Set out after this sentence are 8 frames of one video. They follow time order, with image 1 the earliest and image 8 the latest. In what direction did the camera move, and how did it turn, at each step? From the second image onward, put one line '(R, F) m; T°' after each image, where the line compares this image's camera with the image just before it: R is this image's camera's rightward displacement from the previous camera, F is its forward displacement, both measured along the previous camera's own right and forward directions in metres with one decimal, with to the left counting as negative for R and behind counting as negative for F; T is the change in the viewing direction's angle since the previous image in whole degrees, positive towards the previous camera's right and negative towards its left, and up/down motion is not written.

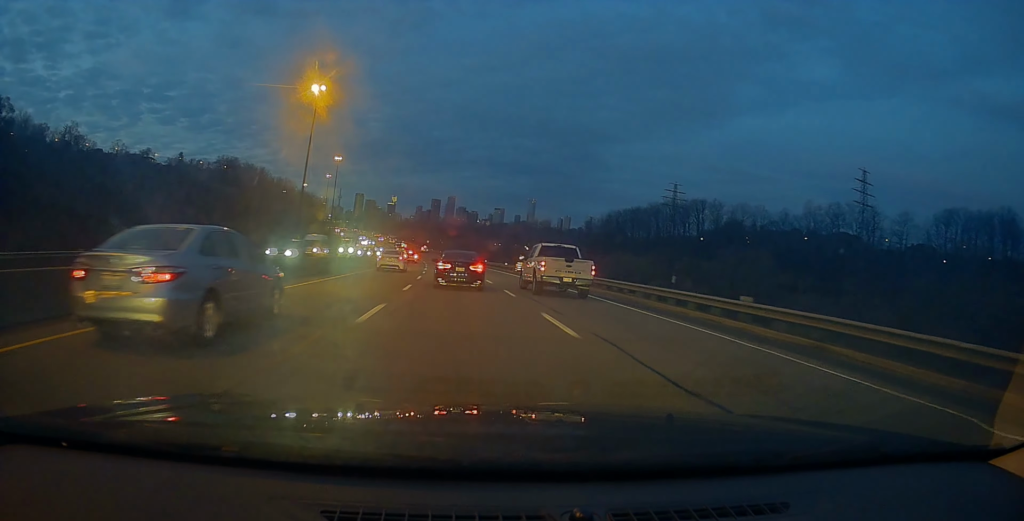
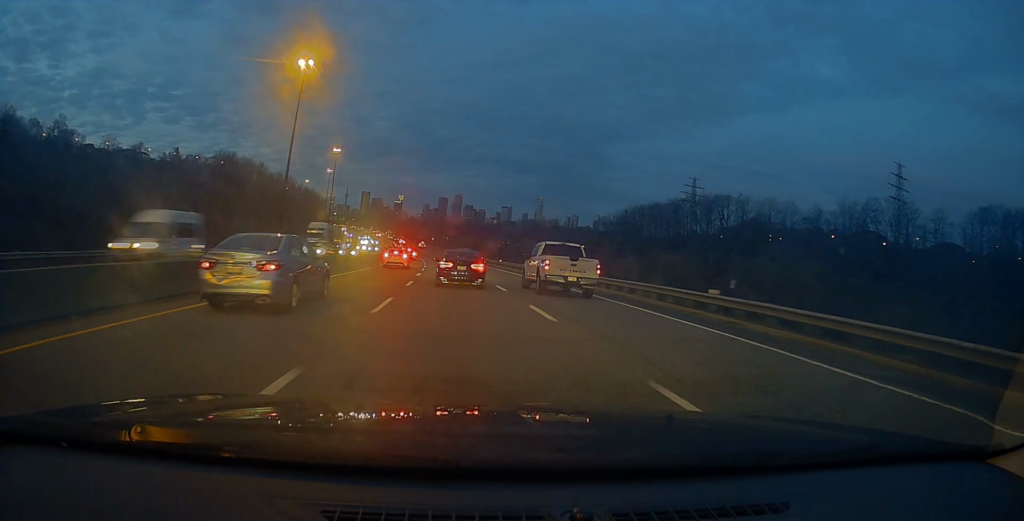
(0.0, +16.3) m; -1°
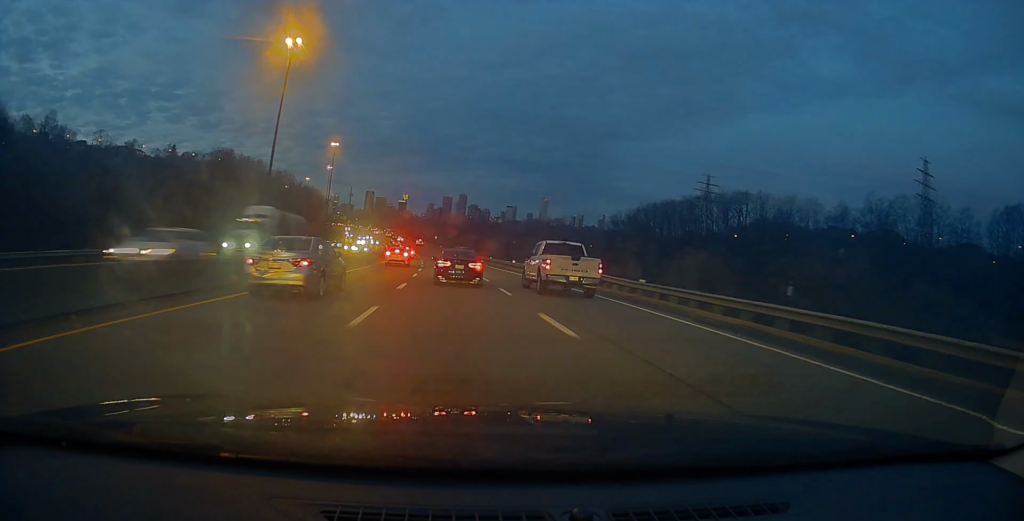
(-0.1, +11.7) m; -1°
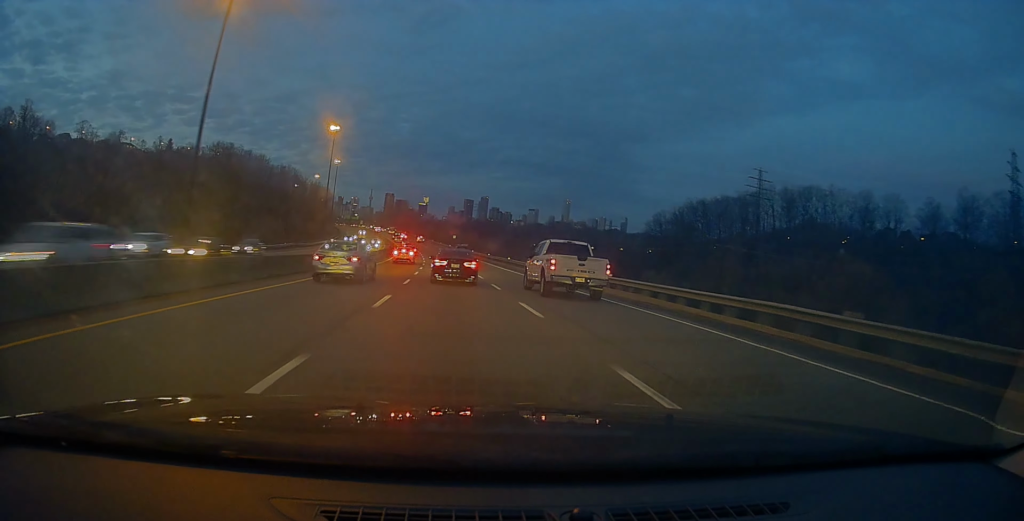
(-0.5, +32.8) m; 0°
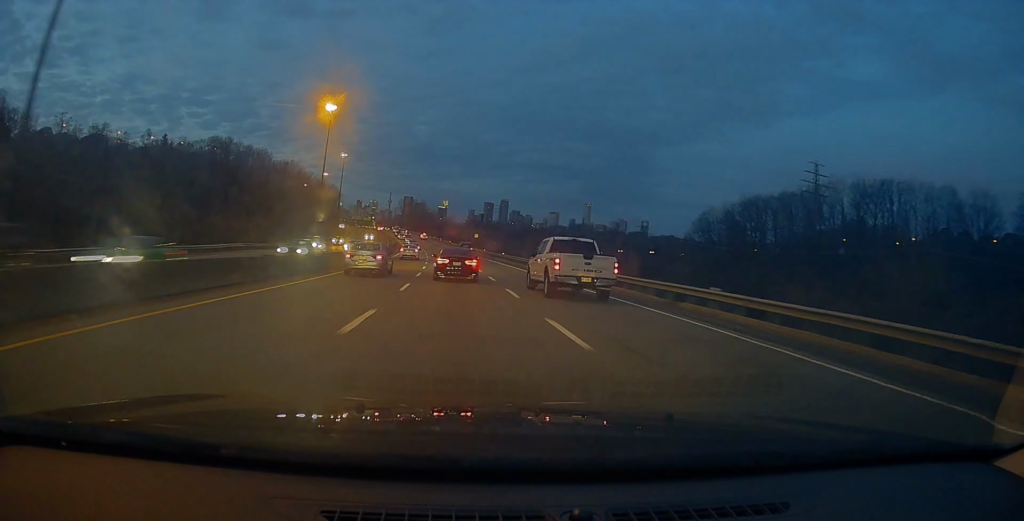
(+0.1, +30.3) m; -2°
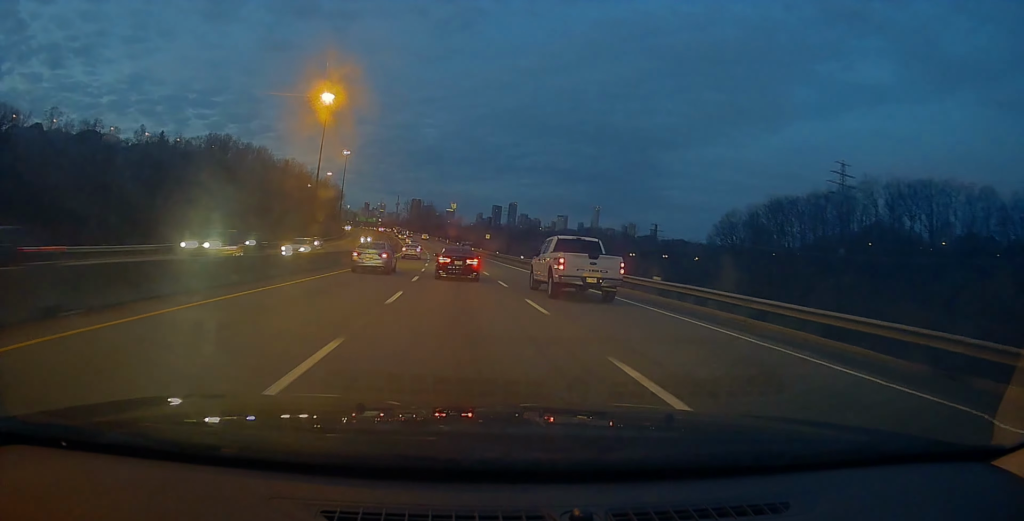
(-0.4, +13.3) m; -1°
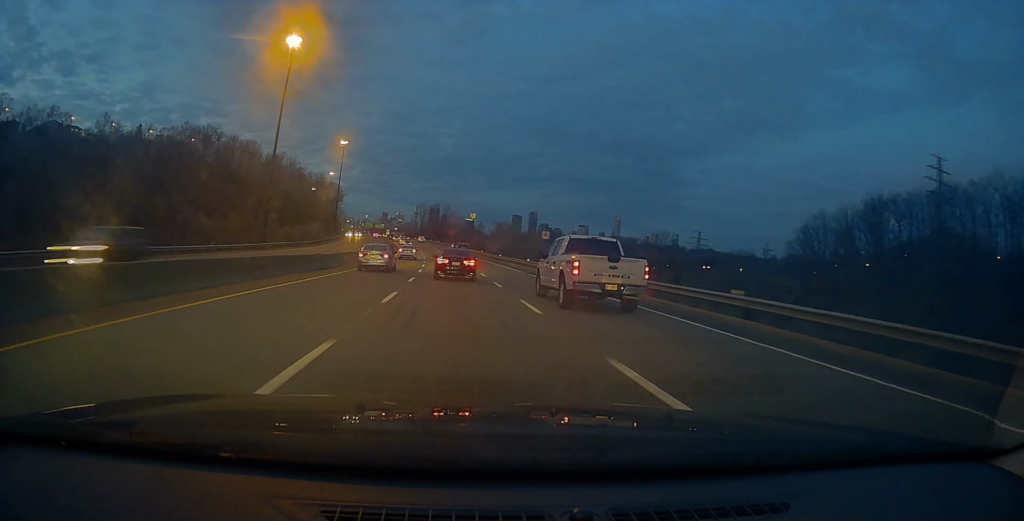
(-1.2, +44.8) m; -3°
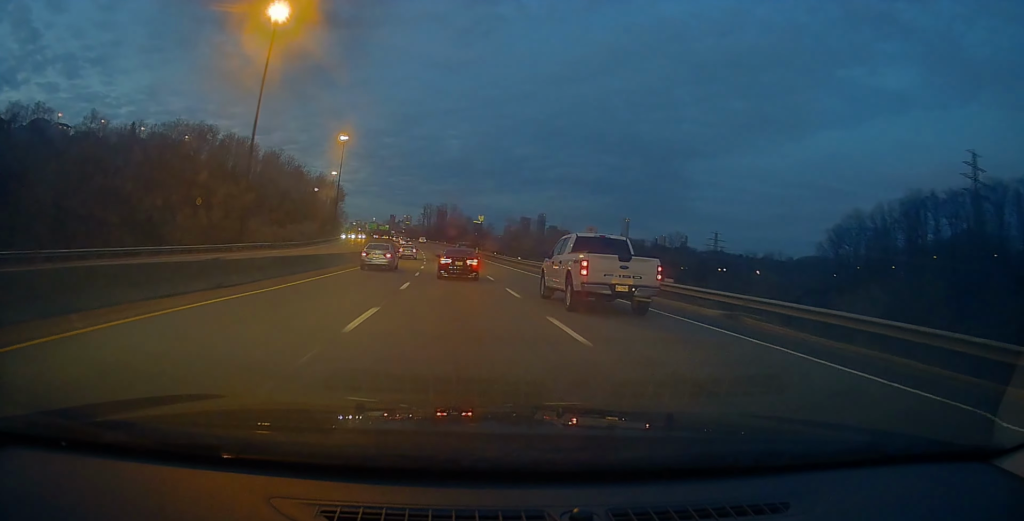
(0.0, +13.7) m; -1°
